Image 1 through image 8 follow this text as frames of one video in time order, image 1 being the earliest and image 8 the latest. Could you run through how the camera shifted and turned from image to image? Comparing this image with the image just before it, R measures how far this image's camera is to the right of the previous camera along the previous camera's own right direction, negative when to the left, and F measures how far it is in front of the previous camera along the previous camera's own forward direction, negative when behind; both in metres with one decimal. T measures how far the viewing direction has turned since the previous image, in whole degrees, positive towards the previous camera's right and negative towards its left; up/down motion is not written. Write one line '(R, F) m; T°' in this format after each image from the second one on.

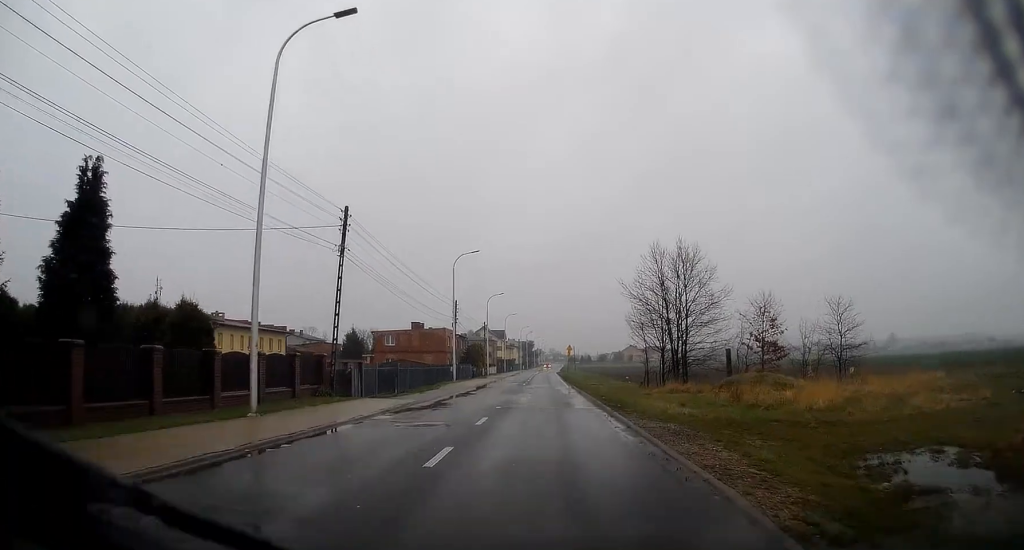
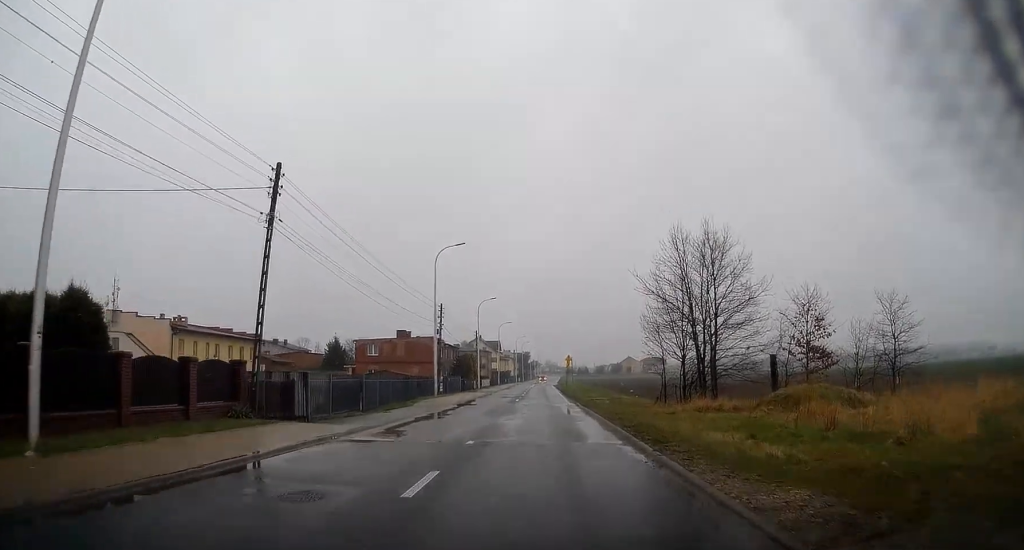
(0.0, +7.1) m; 0°
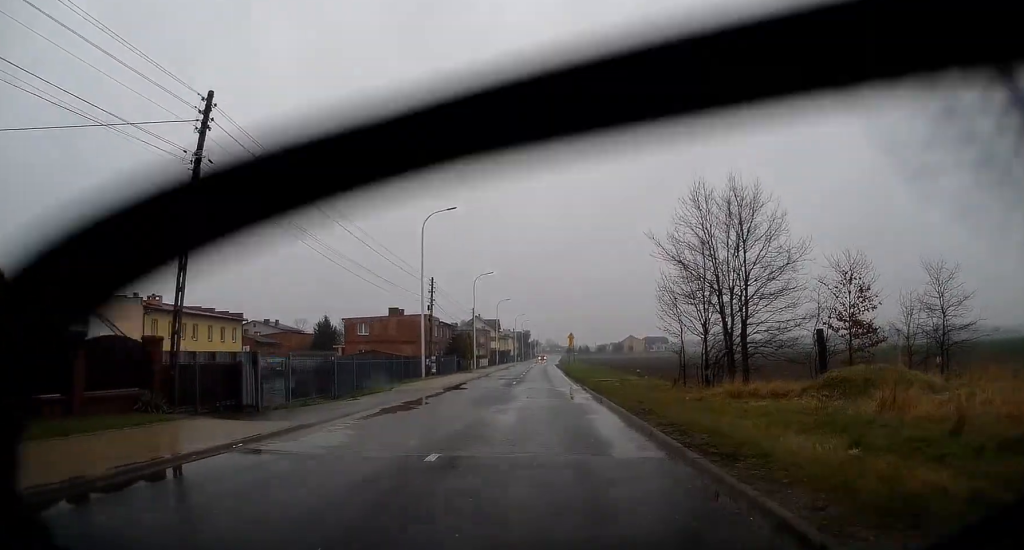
(-0.1, +4.7) m; 0°
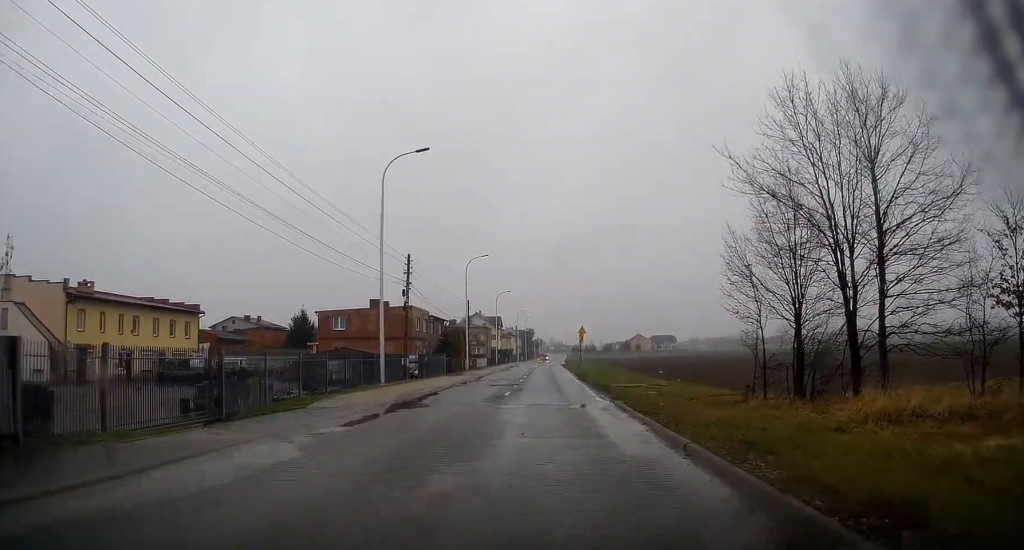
(+0.1, +10.8) m; 0°
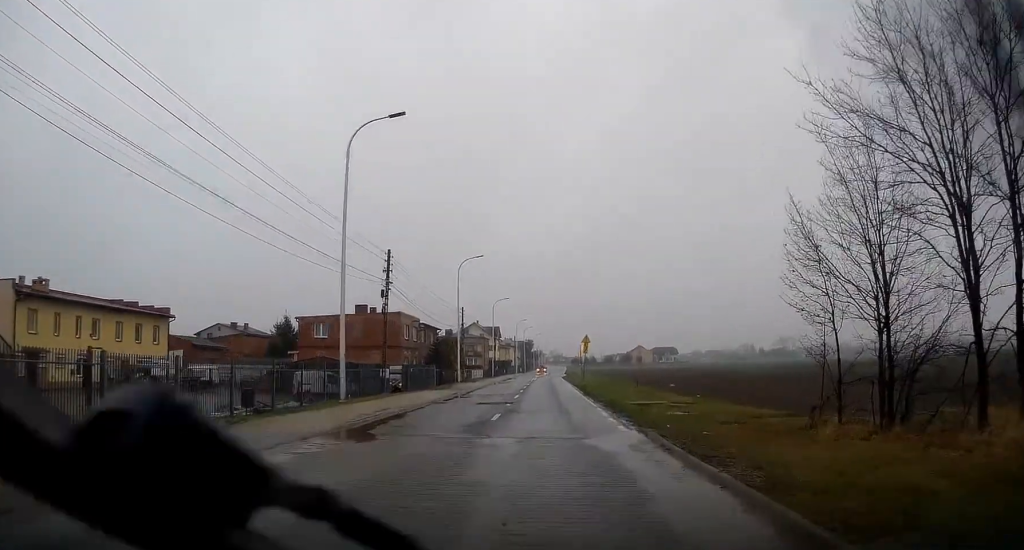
(0.0, +5.4) m; 0°
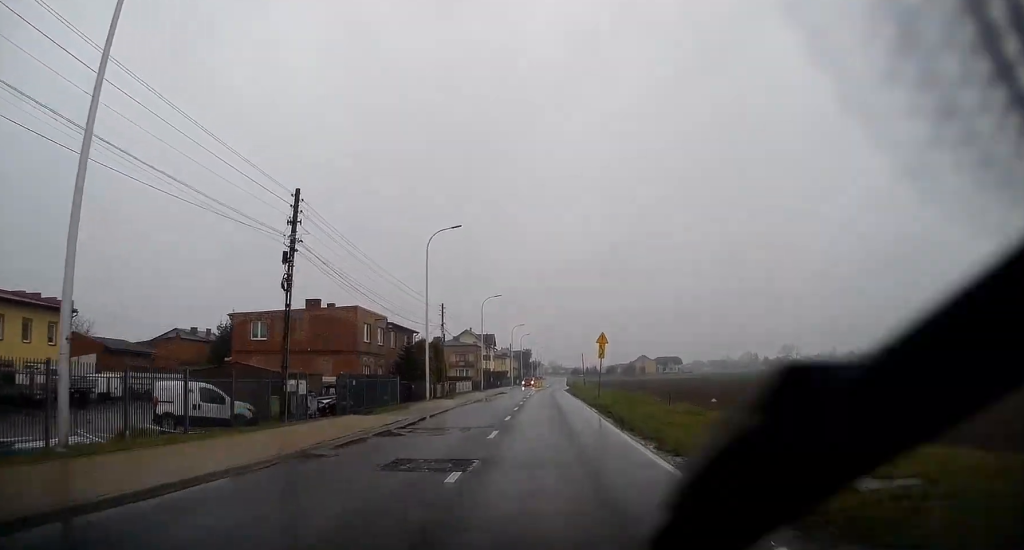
(-0.1, +13.7) m; 0°
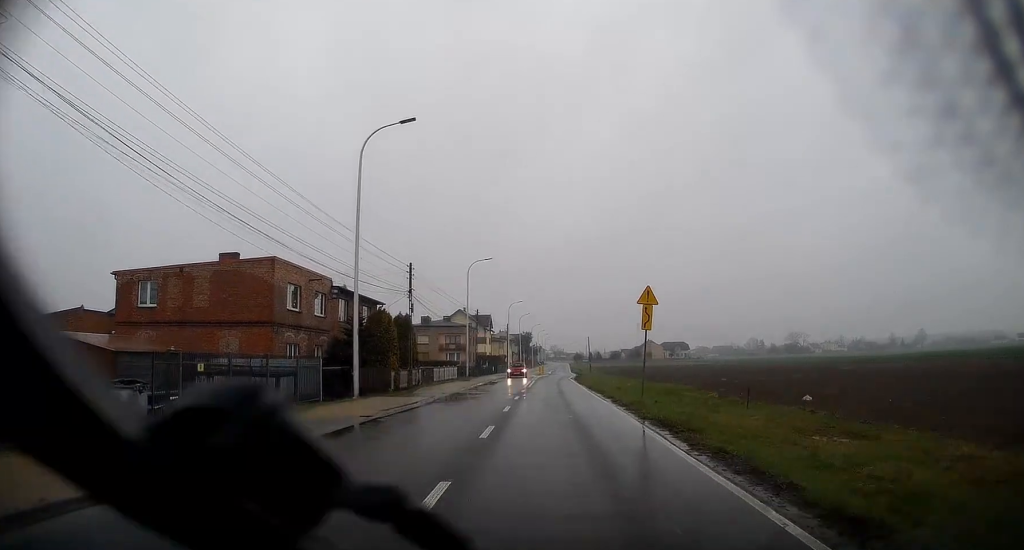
(0.0, +14.9) m; +1°
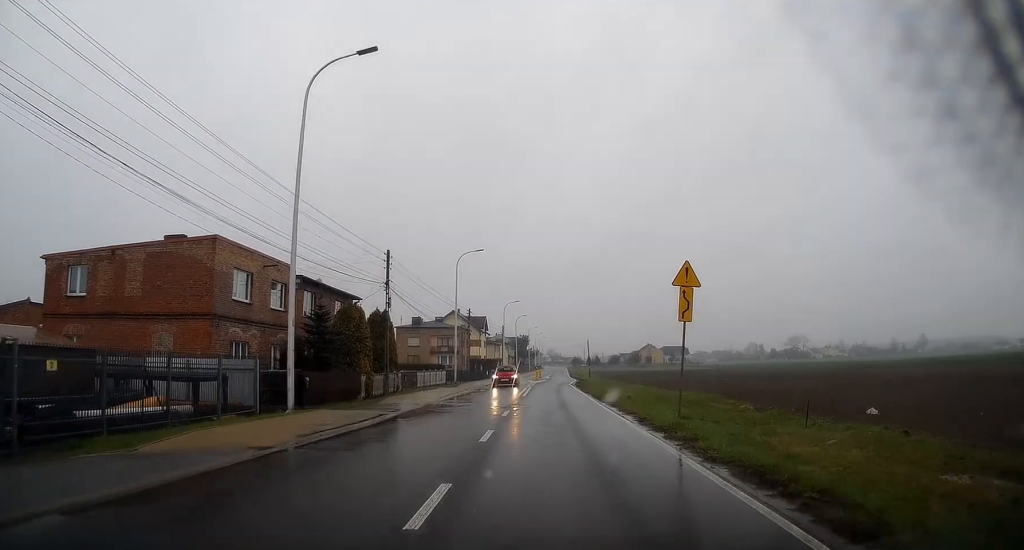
(0.0, +5.9) m; 0°
